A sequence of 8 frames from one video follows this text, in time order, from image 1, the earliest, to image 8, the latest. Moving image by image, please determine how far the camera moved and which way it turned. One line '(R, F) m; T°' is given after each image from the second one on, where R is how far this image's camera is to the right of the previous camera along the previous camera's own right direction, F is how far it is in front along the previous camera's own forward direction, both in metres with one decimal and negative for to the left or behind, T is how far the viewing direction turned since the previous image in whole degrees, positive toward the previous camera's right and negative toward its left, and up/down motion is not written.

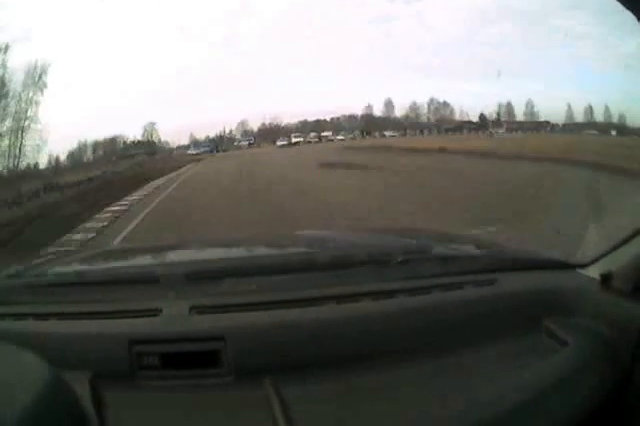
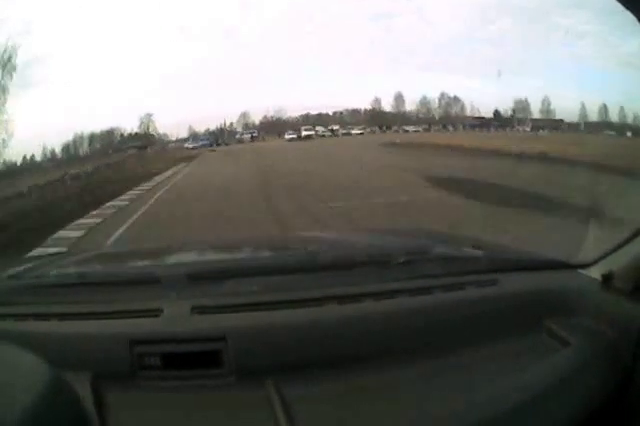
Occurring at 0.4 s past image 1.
(+0.4, +9.3) m; +5°
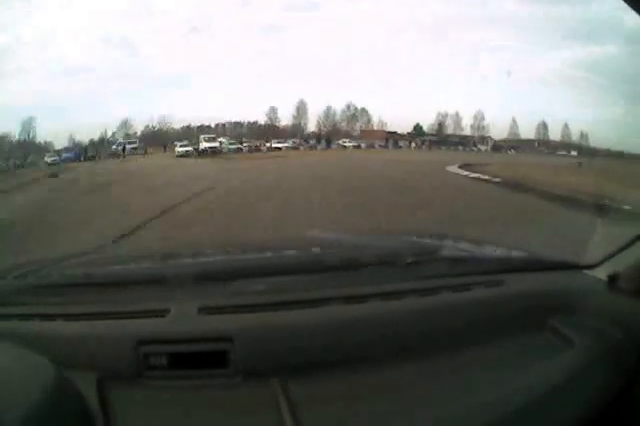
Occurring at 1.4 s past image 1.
(+1.9, +20.8) m; +17°
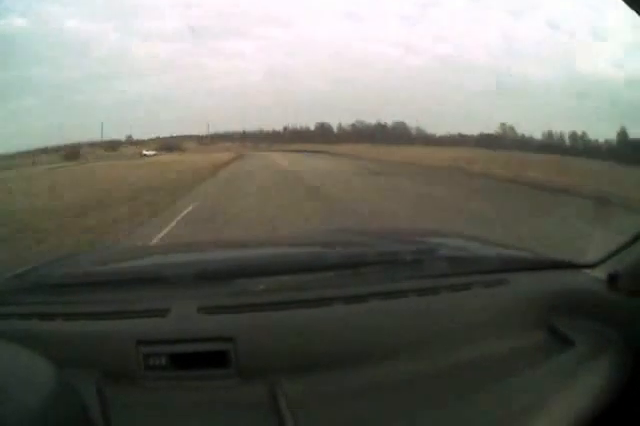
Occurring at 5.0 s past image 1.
(+41.5, +29.3) m; +113°
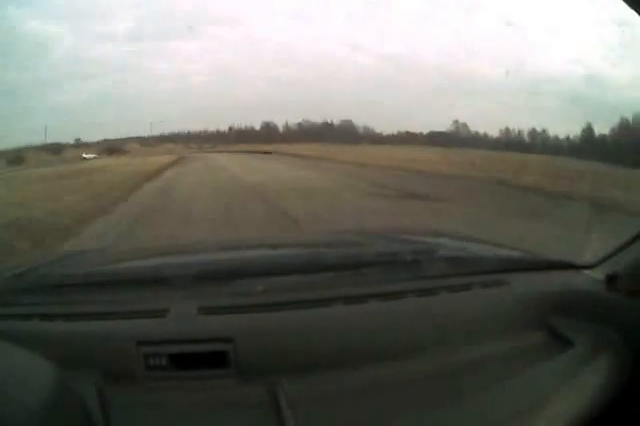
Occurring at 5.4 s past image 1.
(+1.0, +7.8) m; +5°
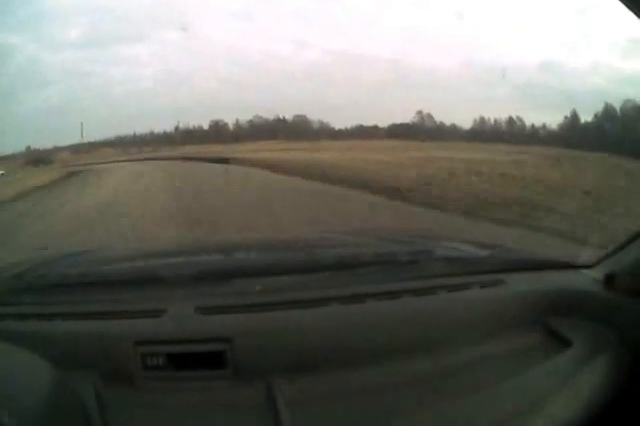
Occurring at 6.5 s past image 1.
(+1.9, +19.3) m; +4°
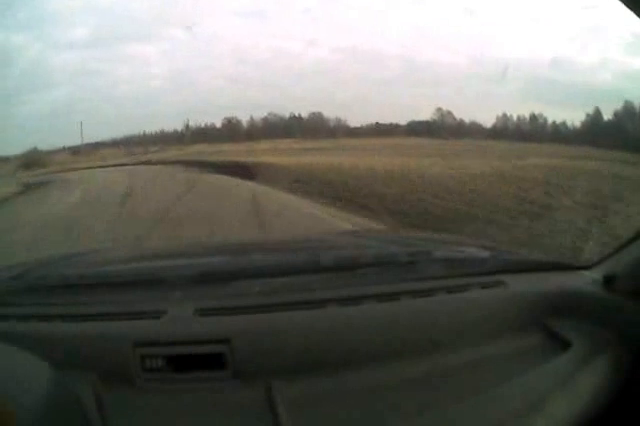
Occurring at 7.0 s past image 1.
(+0.6, +9.3) m; -2°
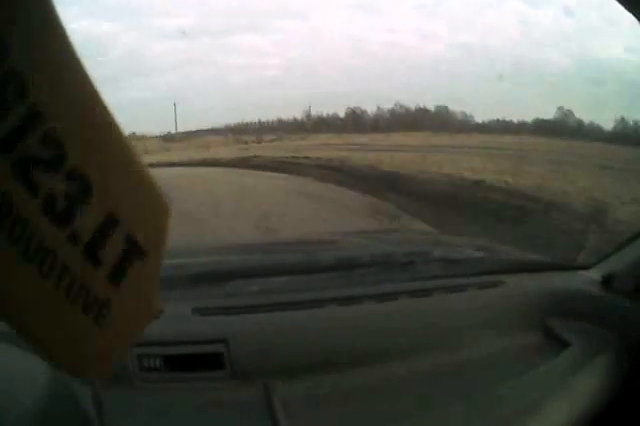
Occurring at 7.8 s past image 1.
(-1.2, +13.2) m; -18°
